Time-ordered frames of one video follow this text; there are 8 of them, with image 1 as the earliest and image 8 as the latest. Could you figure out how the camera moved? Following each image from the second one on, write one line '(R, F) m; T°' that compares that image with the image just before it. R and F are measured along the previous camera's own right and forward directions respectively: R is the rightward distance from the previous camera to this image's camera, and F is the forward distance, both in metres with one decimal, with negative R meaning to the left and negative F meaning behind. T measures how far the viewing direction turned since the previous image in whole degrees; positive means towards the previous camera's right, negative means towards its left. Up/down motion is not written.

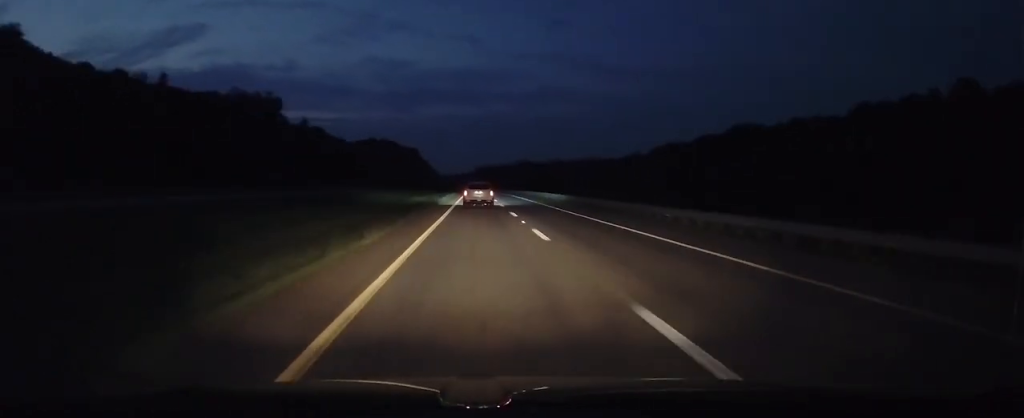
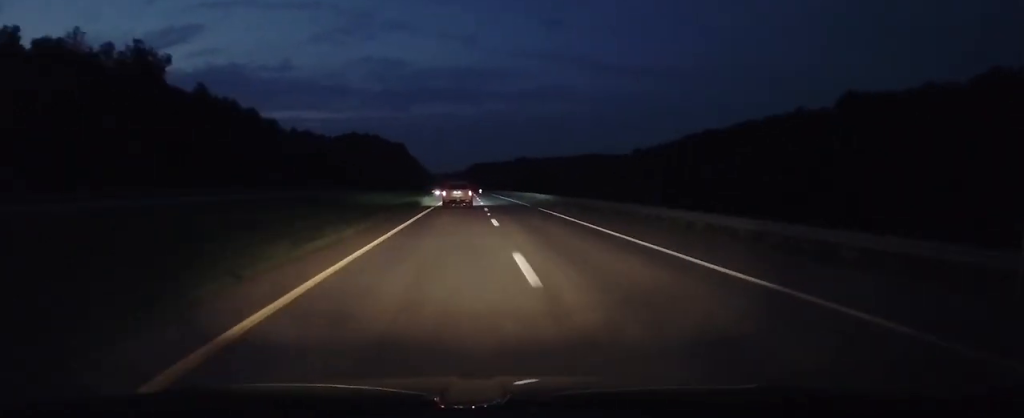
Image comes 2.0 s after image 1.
(0.0, +67.9) m; 0°
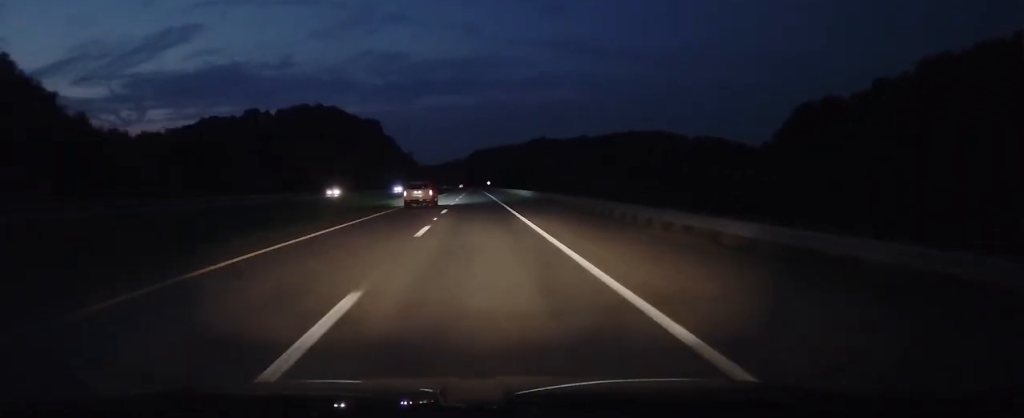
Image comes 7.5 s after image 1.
(+0.5, +186.1) m; 0°
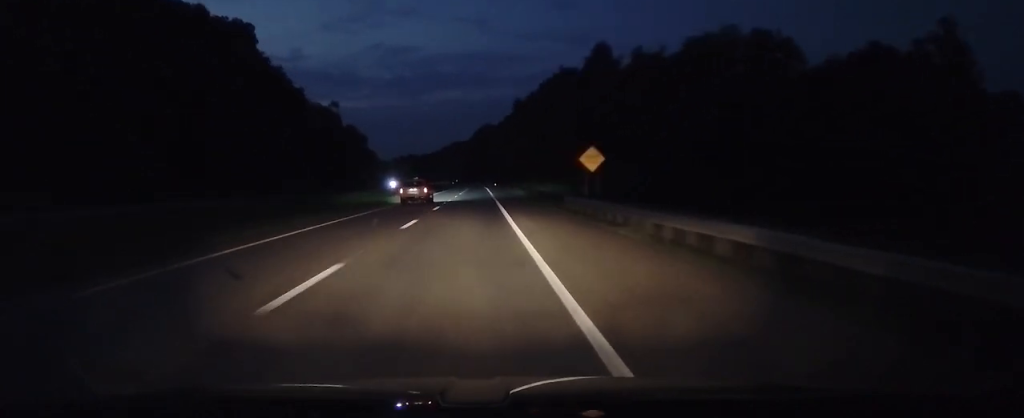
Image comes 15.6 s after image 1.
(-1.7, +276.2) m; -1°
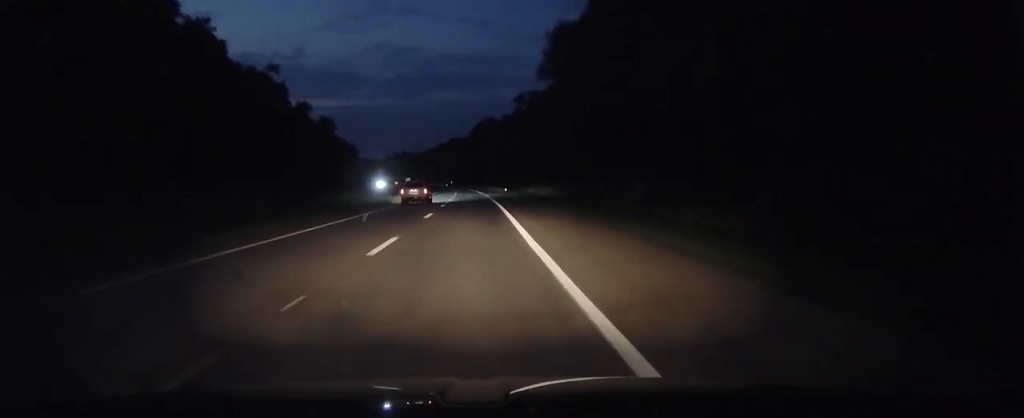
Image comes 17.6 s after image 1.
(-0.1, +67.6) m; -1°
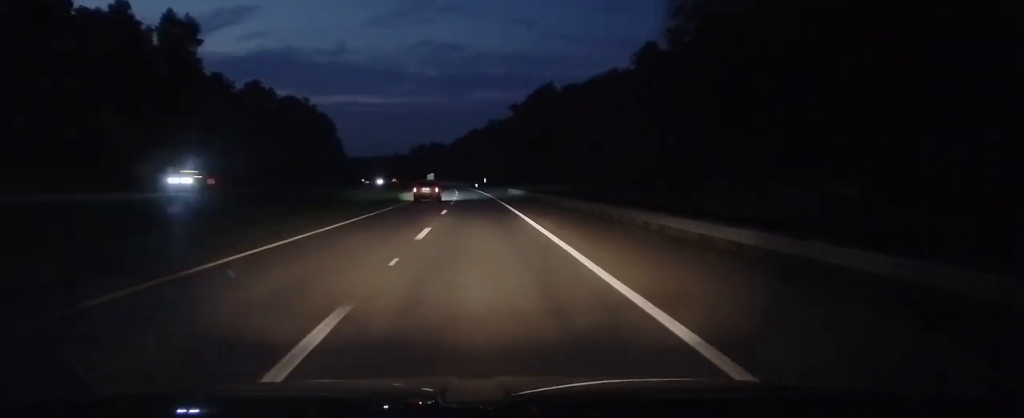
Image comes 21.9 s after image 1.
(-3.9, +144.7) m; -4°
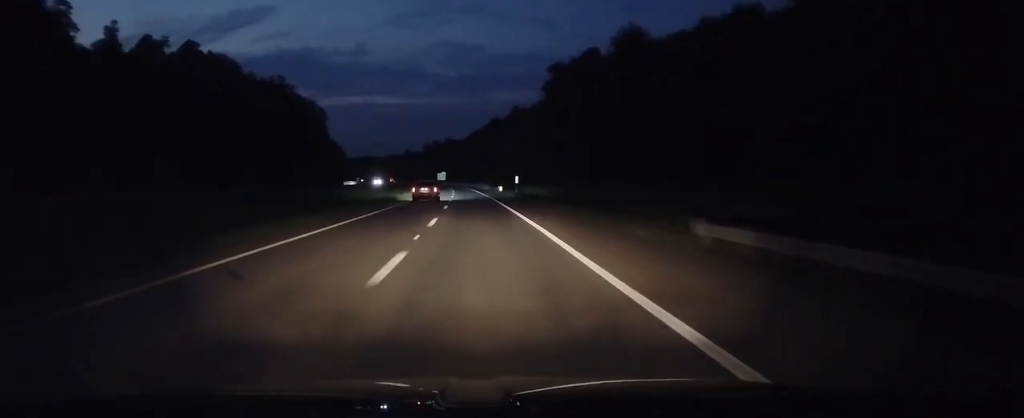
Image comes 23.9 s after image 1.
(-0.9, +68.2) m; -2°
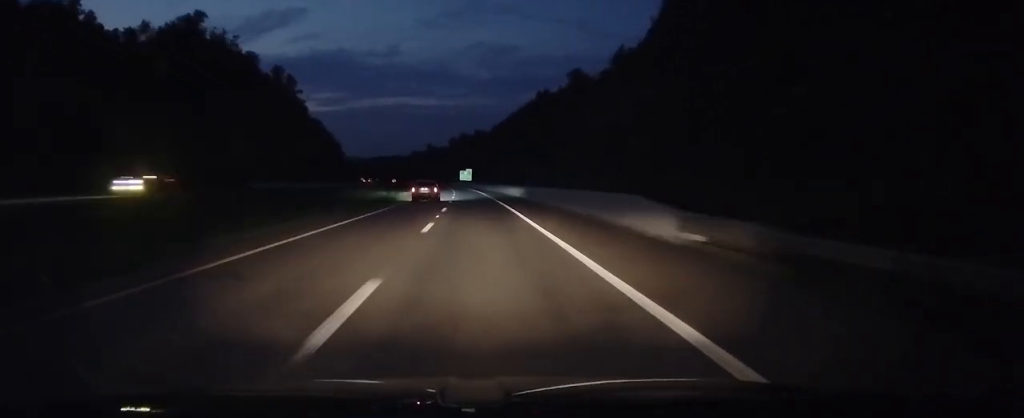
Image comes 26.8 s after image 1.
(-2.4, +100.4) m; -4°
